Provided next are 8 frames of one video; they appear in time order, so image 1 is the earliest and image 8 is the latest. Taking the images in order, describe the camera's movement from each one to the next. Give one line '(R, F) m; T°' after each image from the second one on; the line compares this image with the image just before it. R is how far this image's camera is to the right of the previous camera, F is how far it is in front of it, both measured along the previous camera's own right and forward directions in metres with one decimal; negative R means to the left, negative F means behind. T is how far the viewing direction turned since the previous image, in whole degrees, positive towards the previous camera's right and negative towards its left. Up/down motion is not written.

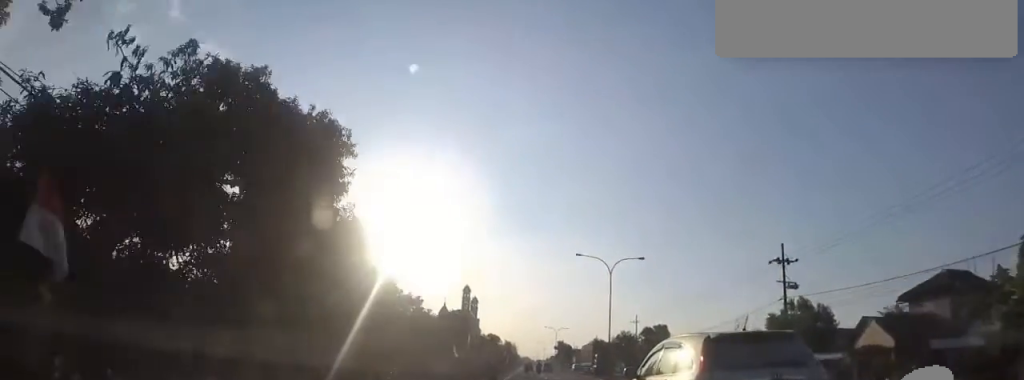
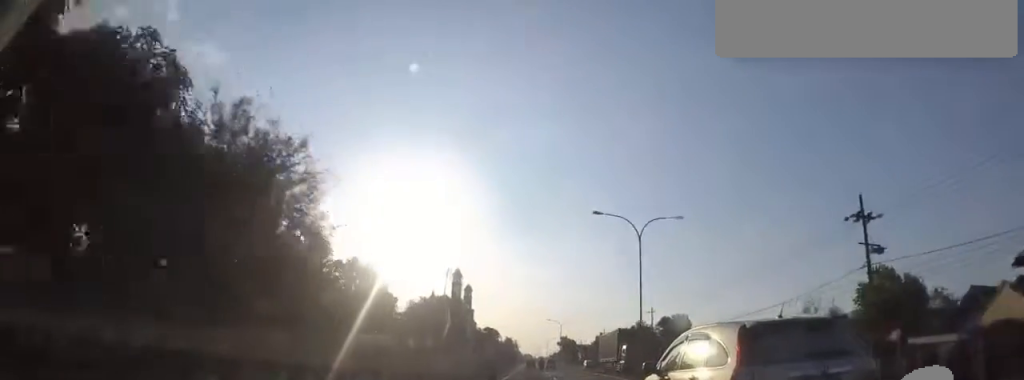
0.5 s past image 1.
(-0.3, +9.7) m; 0°
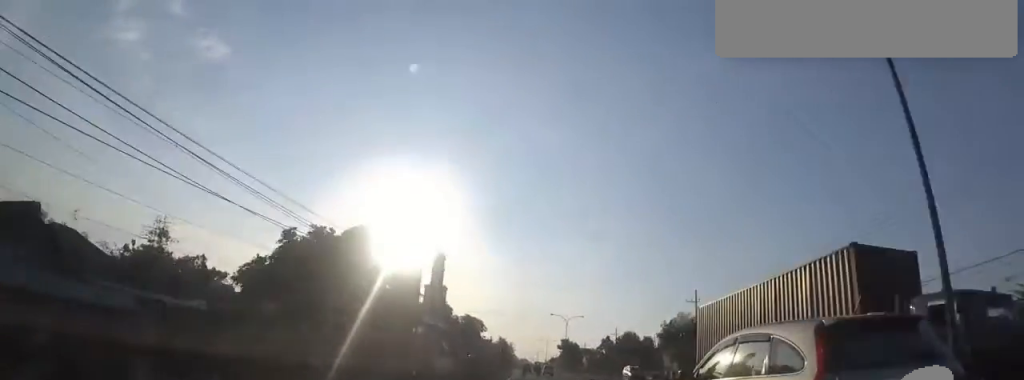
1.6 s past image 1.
(+0.5, +21.2) m; 0°
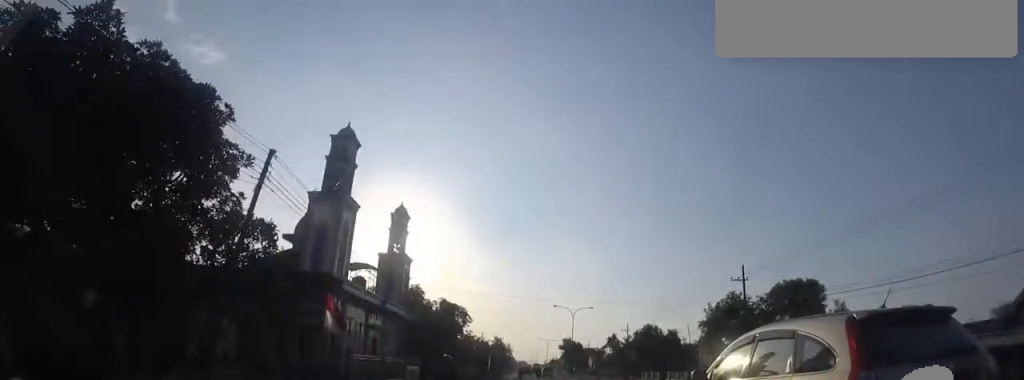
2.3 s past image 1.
(-0.4, +13.8) m; -1°
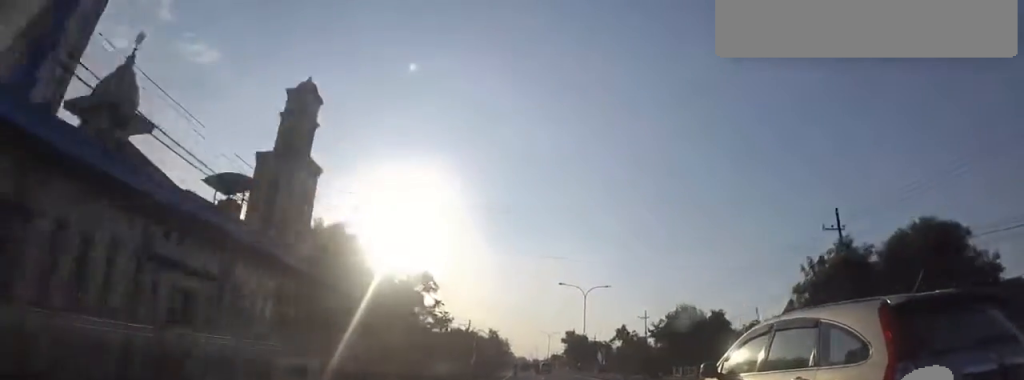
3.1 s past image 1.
(-0.2, +15.4) m; -1°
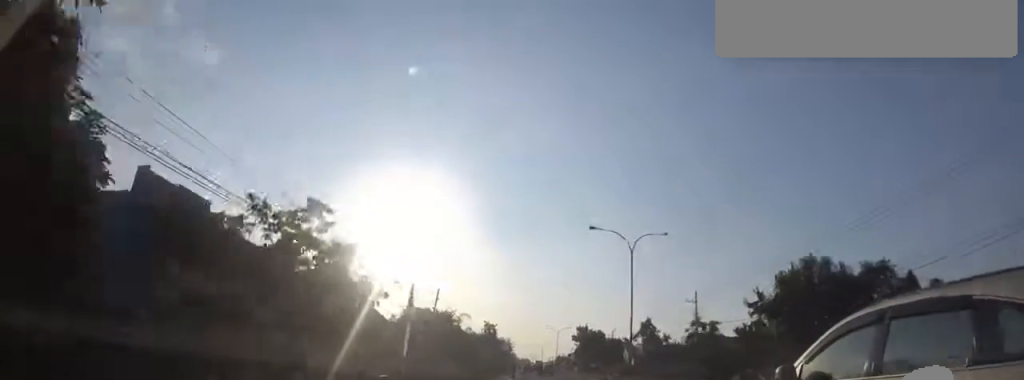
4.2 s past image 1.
(0.0, +22.8) m; +2°
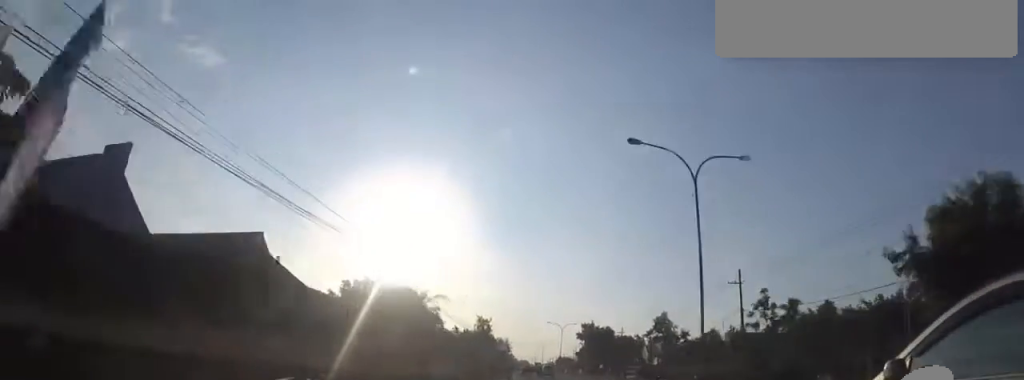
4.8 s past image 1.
(-0.2, +12.8) m; +2°
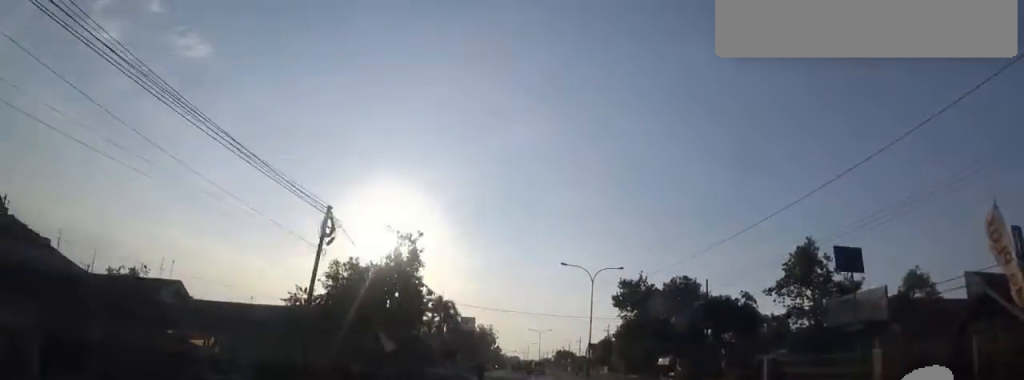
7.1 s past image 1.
(-0.9, +51.4) m; -1°
